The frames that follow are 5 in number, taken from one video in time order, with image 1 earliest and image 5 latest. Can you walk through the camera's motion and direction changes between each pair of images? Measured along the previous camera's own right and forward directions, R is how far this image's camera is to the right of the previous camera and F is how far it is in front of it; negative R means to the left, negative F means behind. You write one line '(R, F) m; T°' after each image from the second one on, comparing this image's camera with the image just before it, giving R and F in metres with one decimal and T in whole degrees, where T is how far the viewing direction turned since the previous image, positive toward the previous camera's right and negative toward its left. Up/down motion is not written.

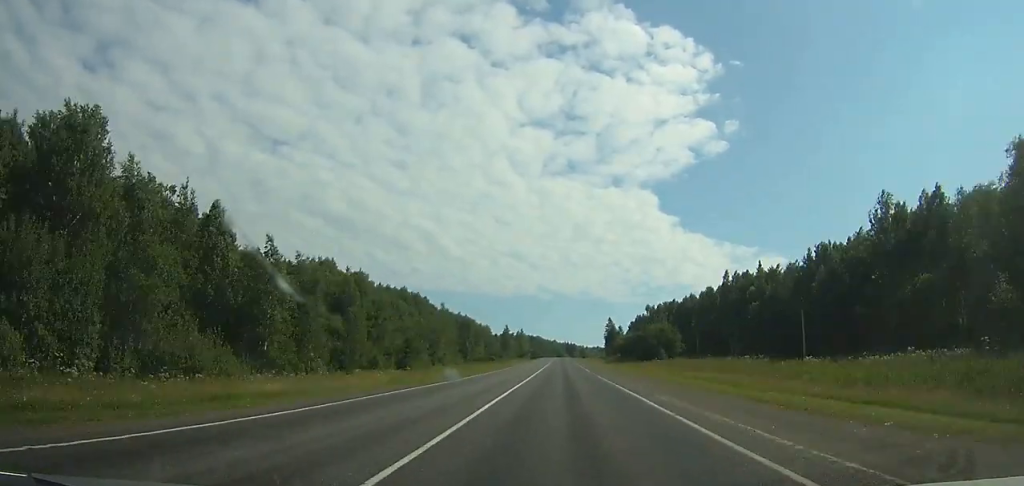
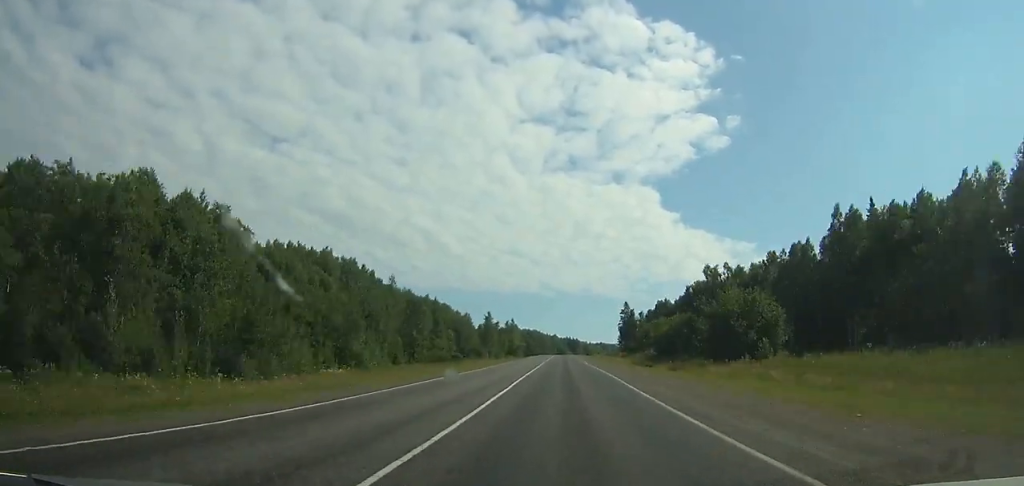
(0.0, +54.7) m; 0°
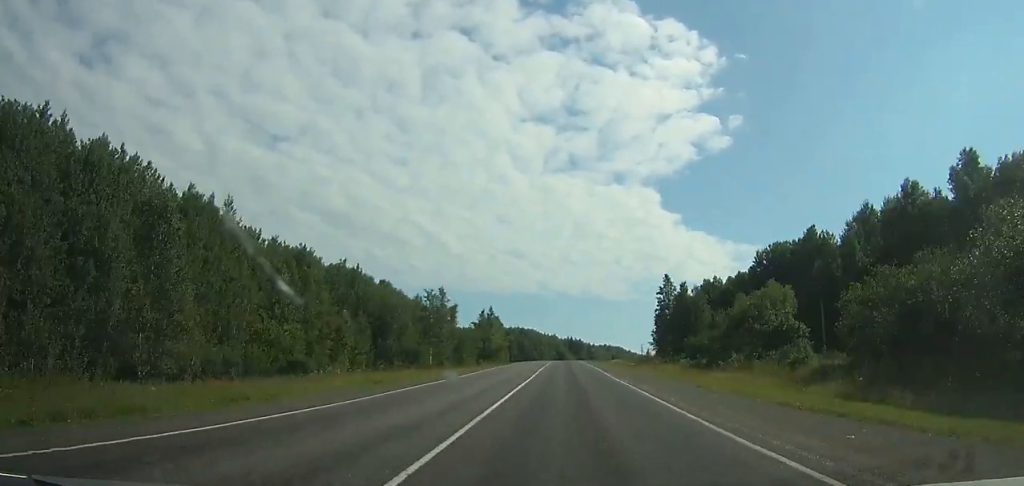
(0.0, +67.2) m; 0°
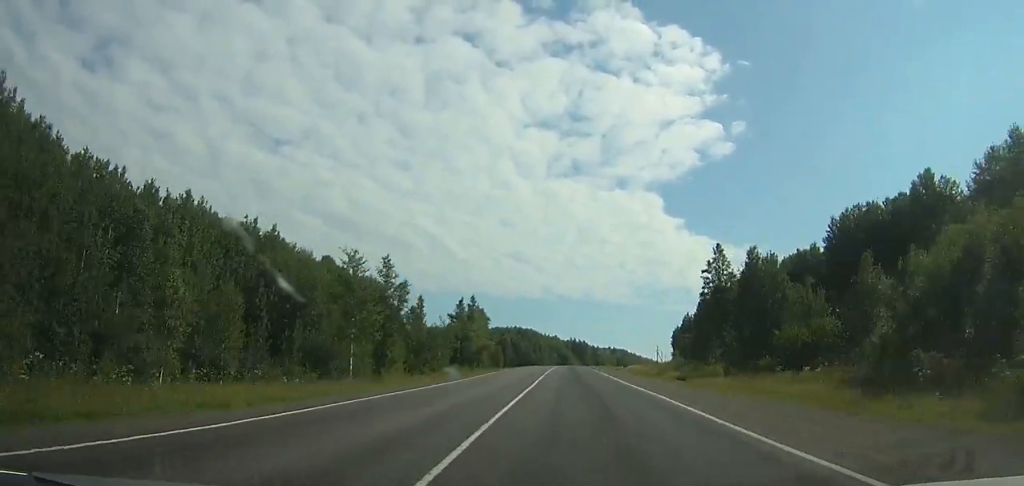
(0.0, +33.9) m; 0°
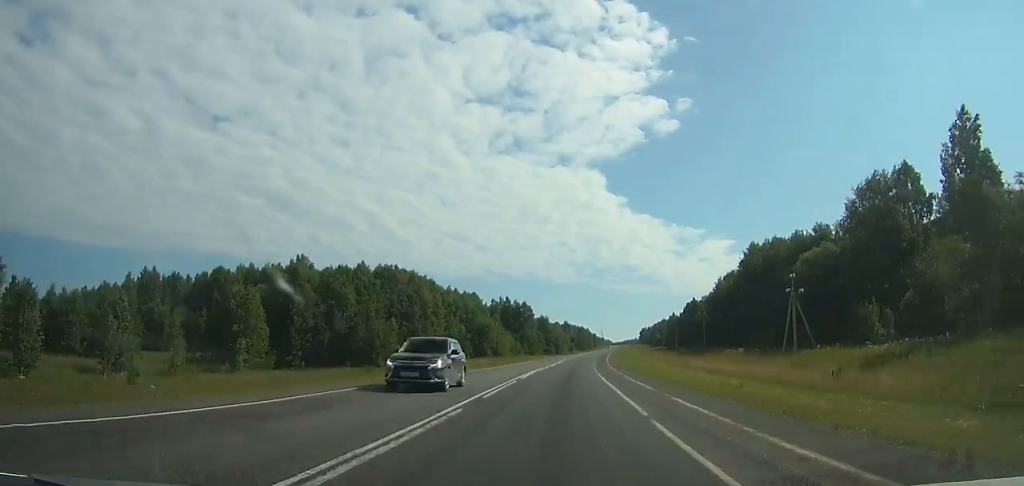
(+5.4, +158.8) m; +5°
